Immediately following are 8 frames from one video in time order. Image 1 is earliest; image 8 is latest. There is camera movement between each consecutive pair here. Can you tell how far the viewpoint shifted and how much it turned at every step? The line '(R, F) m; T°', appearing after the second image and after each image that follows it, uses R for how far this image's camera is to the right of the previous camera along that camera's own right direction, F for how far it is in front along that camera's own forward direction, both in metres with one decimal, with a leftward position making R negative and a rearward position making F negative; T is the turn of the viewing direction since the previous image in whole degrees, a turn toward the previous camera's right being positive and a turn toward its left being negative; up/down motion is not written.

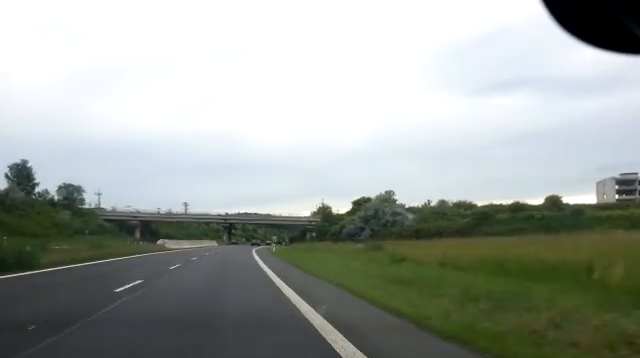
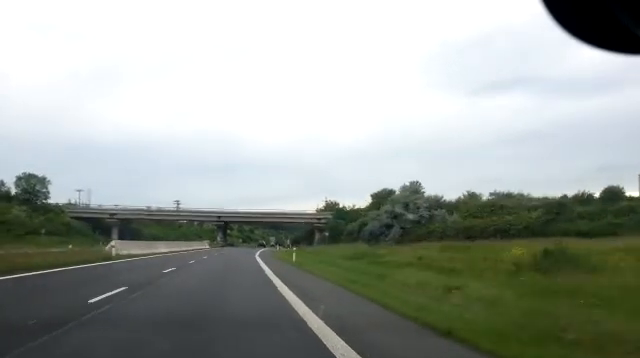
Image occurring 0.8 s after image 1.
(0.0, +19.9) m; 0°
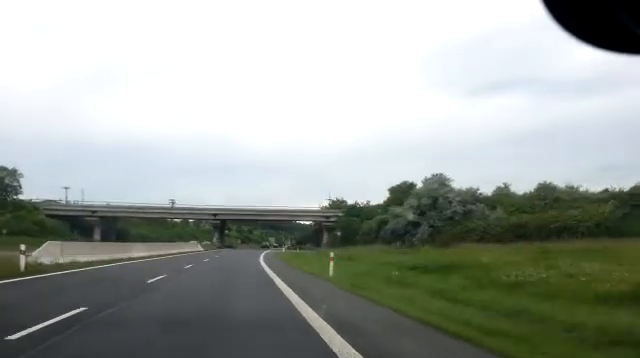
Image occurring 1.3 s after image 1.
(0.0, +12.2) m; 0°
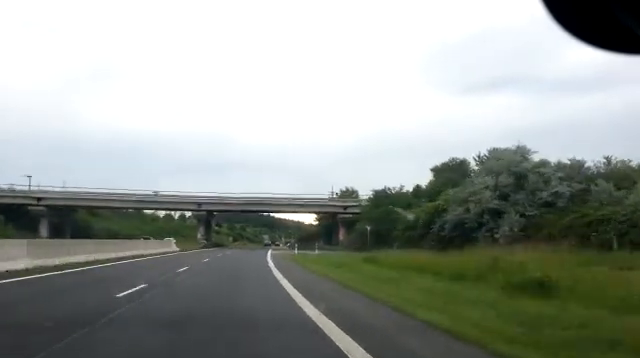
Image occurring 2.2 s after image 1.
(0.0, +21.9) m; +1°
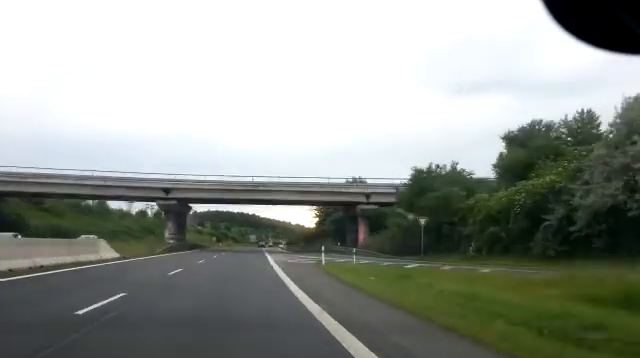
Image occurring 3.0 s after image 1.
(+0.2, +20.1) m; +1°
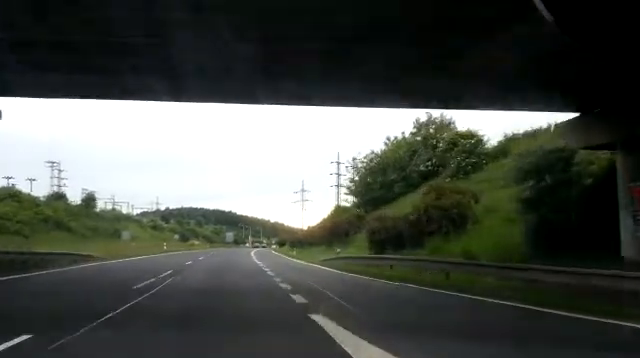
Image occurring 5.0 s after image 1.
(+0.7, +47.9) m; +1°
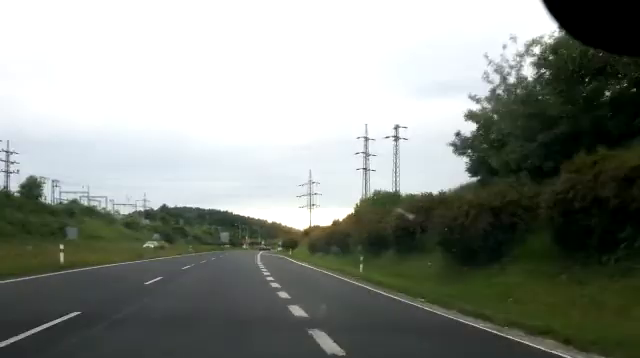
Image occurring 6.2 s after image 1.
(0.0, +27.7) m; +1°
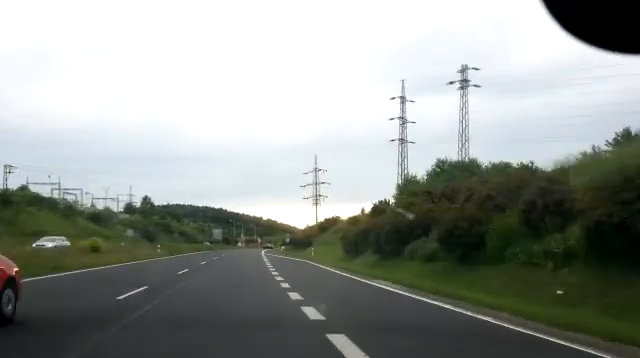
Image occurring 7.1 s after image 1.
(+0.2, +21.3) m; +1°
